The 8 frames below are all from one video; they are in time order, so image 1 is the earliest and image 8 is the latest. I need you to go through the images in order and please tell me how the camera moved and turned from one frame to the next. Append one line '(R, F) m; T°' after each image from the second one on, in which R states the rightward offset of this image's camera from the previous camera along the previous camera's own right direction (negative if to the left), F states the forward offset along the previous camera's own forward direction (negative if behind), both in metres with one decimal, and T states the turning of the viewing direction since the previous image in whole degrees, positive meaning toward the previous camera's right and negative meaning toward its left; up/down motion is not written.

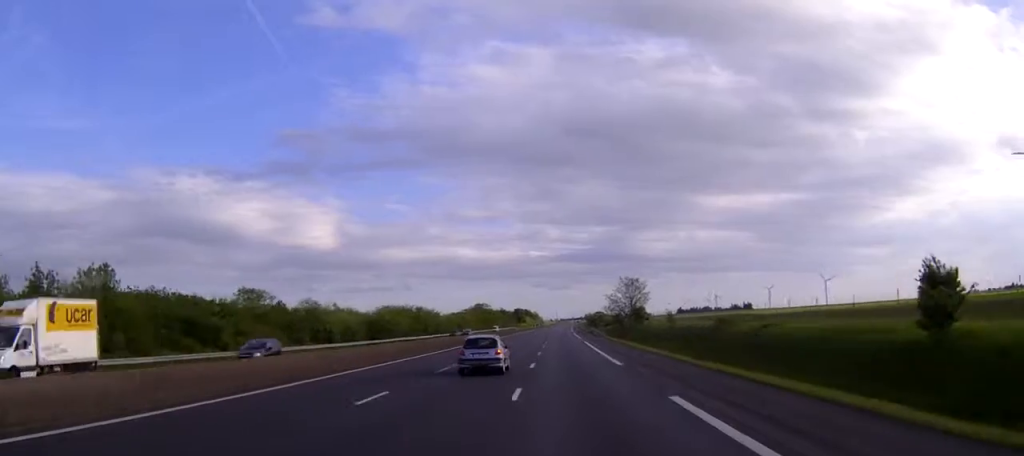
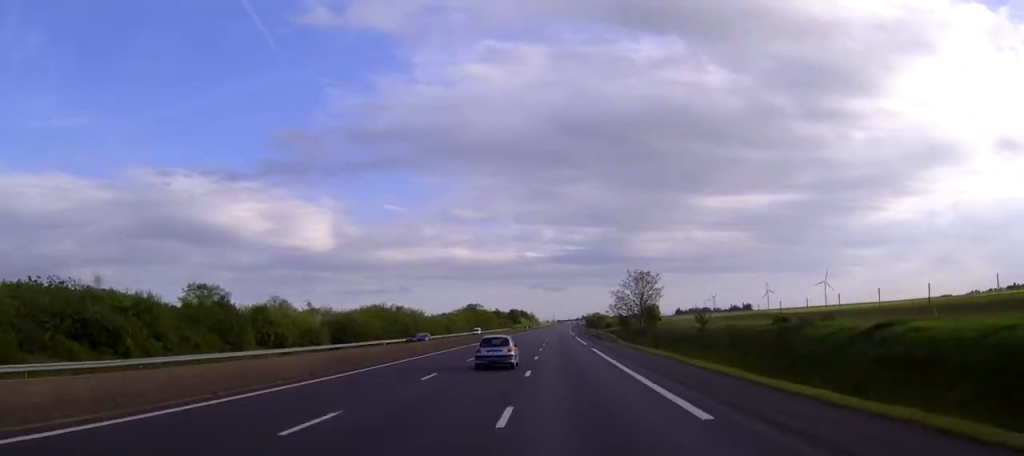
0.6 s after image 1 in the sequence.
(0.0, +17.2) m; 0°
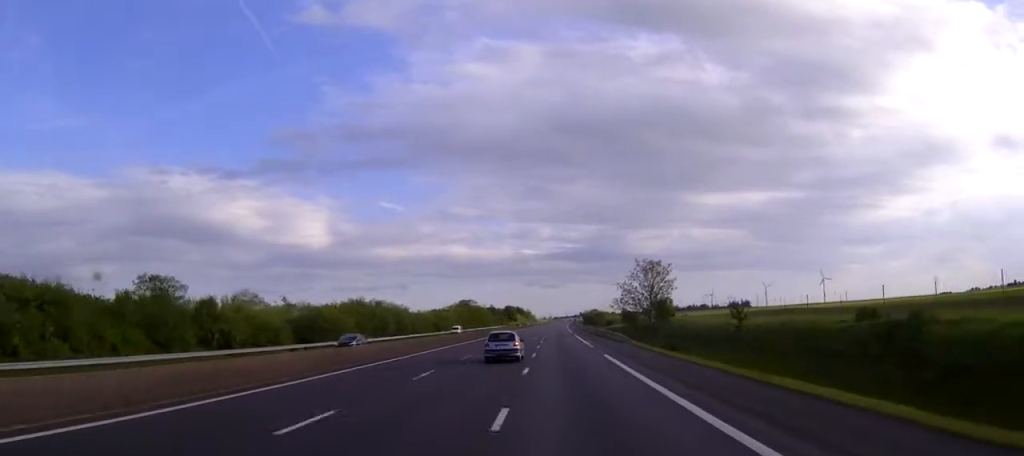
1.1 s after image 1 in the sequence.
(0.0, +13.5) m; 0°
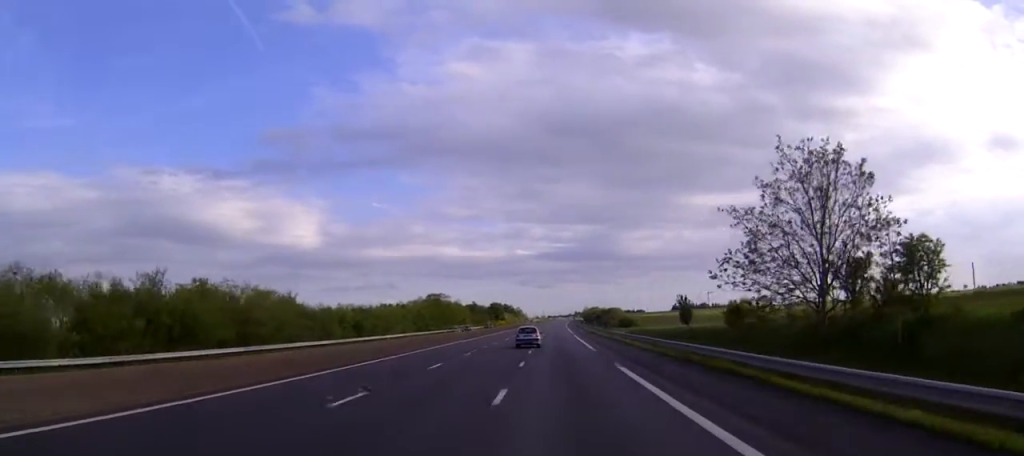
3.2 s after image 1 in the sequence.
(+0.4, +61.5) m; +1°
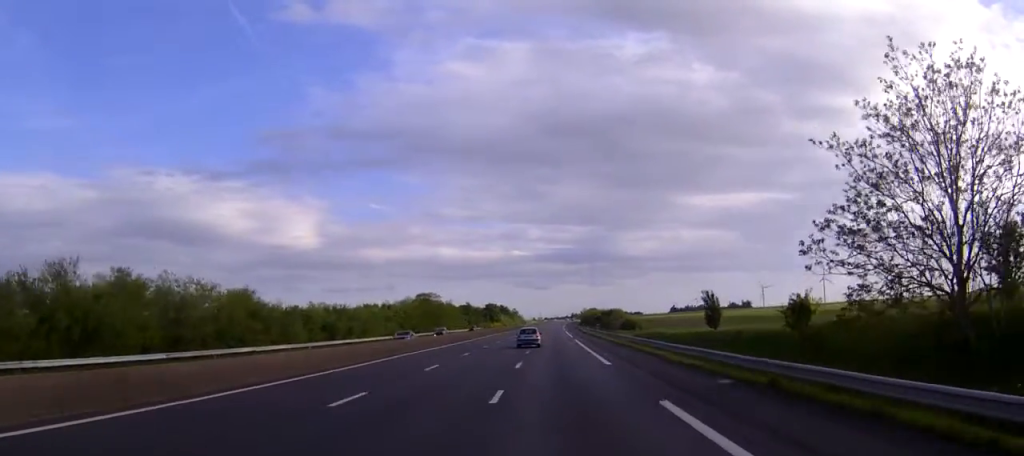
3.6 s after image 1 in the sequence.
(0.0, +12.4) m; 0°
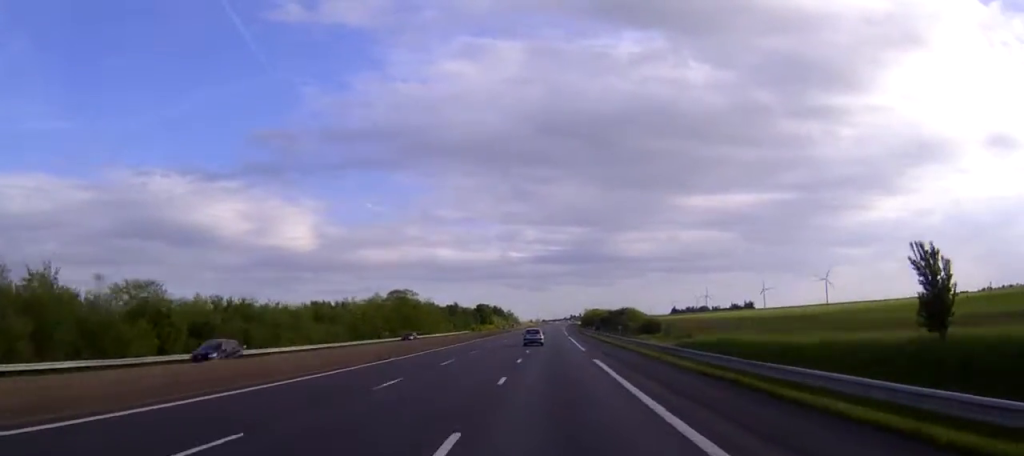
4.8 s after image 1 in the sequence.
(+0.1, +33.3) m; 0°
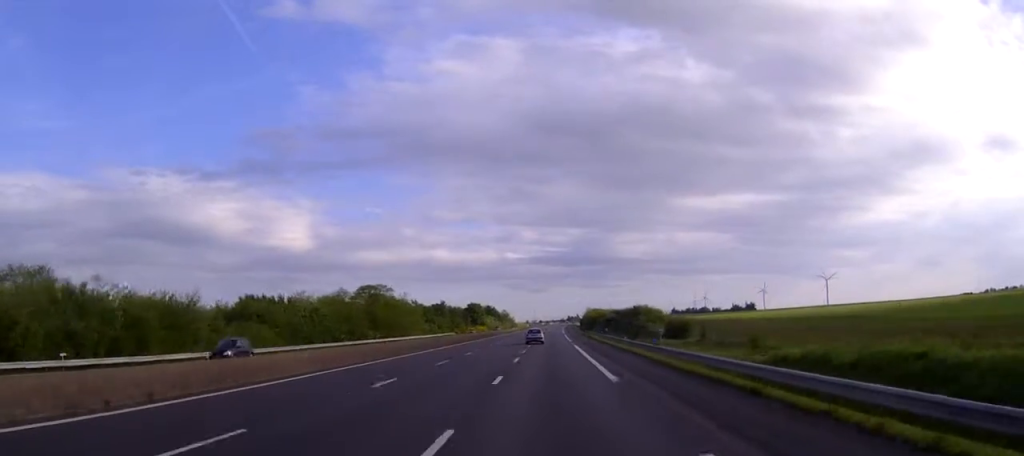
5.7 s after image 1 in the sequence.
(0.0, +25.7) m; 0°
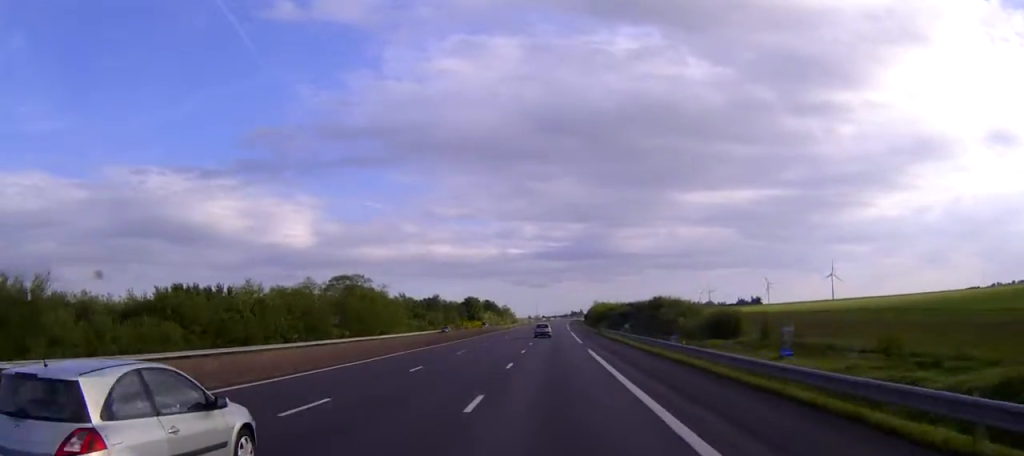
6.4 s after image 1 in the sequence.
(0.0, +21.0) m; 0°
